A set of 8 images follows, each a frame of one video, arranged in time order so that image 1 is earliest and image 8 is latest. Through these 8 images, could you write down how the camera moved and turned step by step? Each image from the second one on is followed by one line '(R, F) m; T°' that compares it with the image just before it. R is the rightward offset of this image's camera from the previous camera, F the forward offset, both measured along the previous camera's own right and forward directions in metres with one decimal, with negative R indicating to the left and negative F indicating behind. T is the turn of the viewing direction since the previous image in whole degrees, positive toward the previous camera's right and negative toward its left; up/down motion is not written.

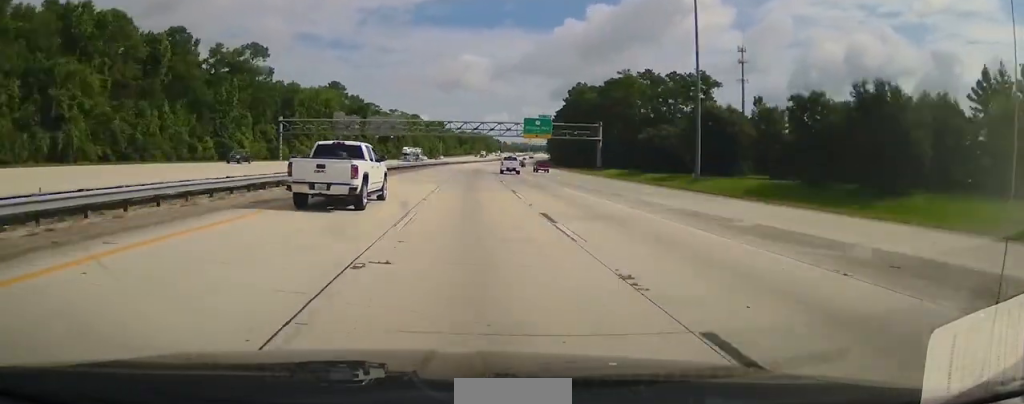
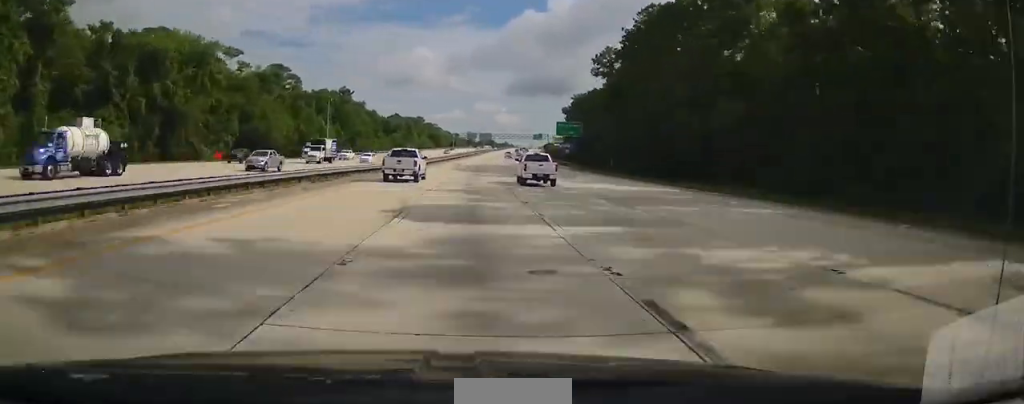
(+7.7, +169.1) m; +5°
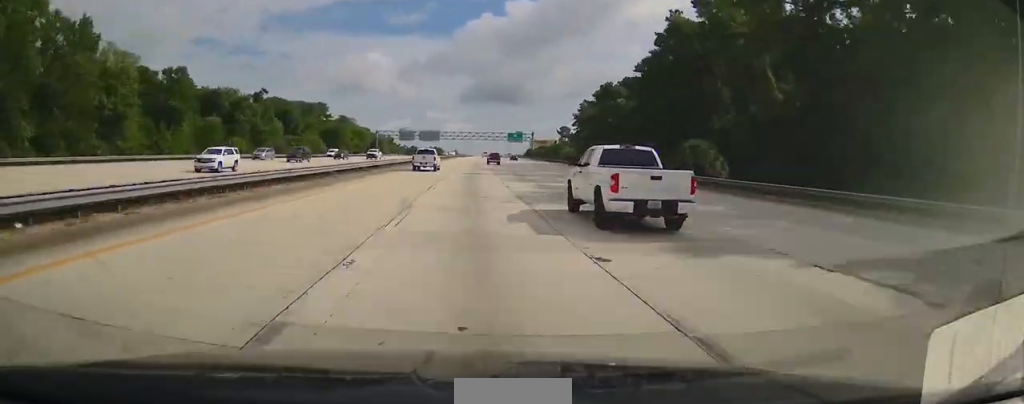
(+5.0, +145.5) m; +4°
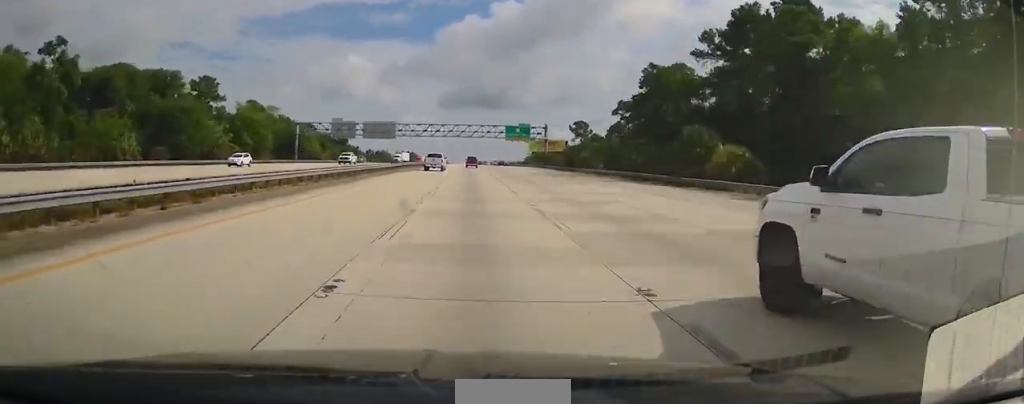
(+1.9, +87.5) m; +2°
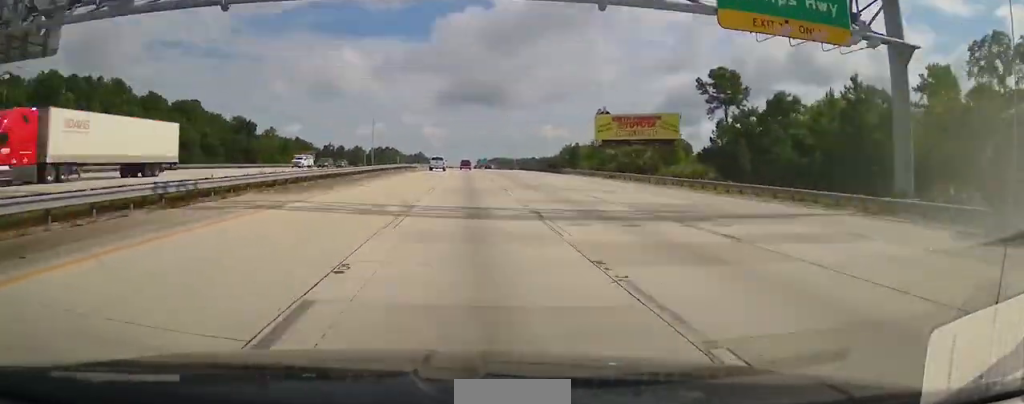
(+2.8, +121.7) m; +1°
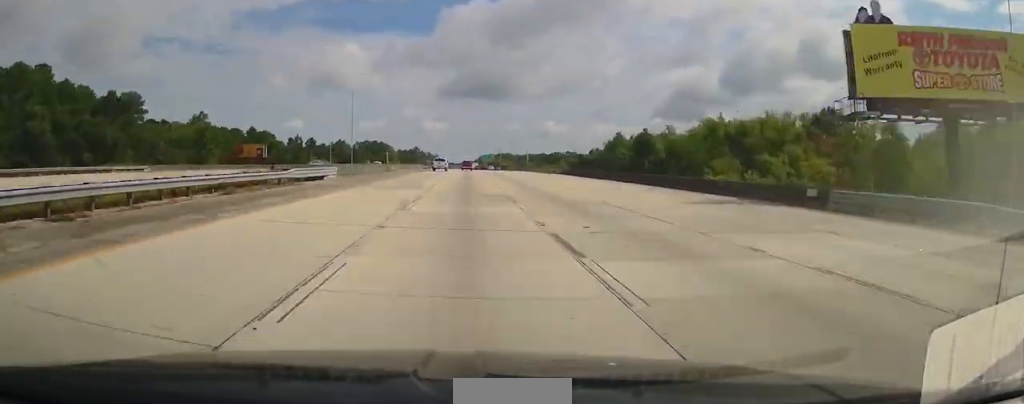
(+0.1, +69.8) m; 0°
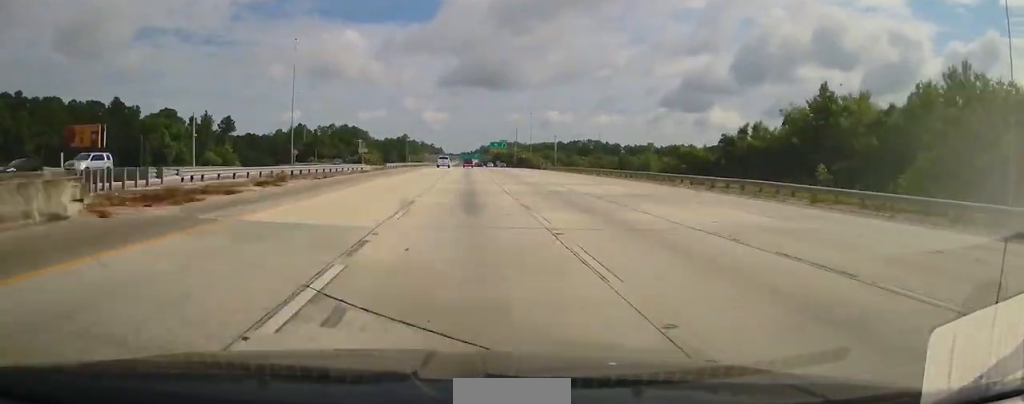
(-0.5, +100.9) m; 0°
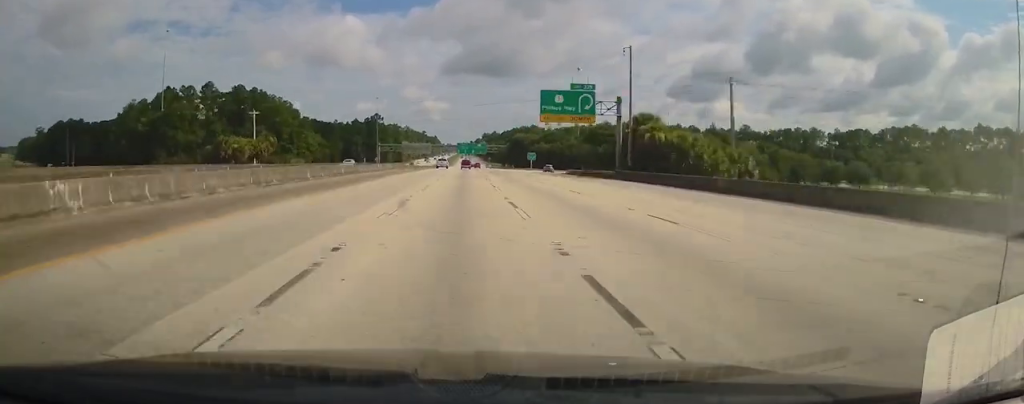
(-1.1, +146.6) m; -1°
